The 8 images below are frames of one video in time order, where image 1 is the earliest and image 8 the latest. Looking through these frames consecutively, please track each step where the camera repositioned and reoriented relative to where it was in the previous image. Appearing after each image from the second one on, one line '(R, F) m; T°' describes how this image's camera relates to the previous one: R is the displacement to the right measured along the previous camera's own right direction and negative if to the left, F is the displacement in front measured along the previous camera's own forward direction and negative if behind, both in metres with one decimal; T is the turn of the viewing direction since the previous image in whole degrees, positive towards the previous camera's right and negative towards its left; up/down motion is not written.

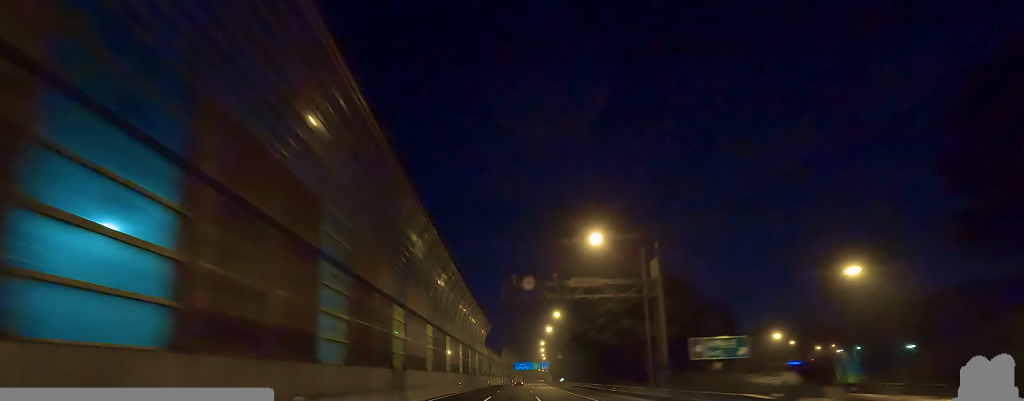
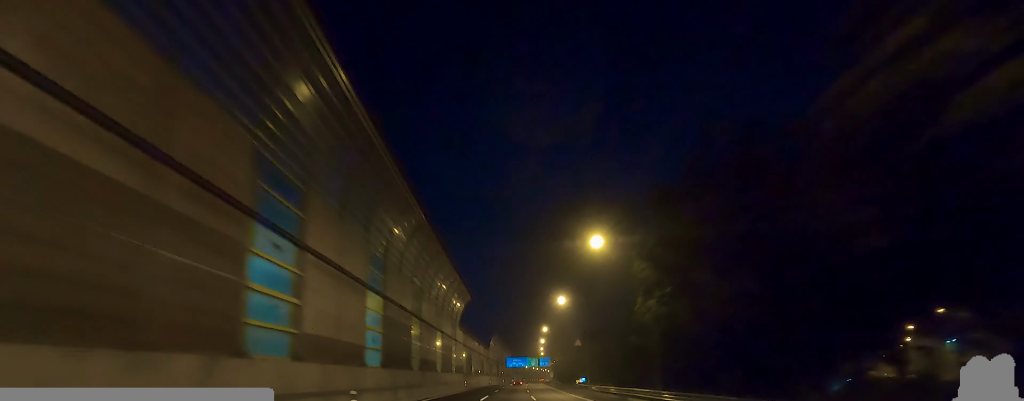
(-0.4, +40.7) m; -3°
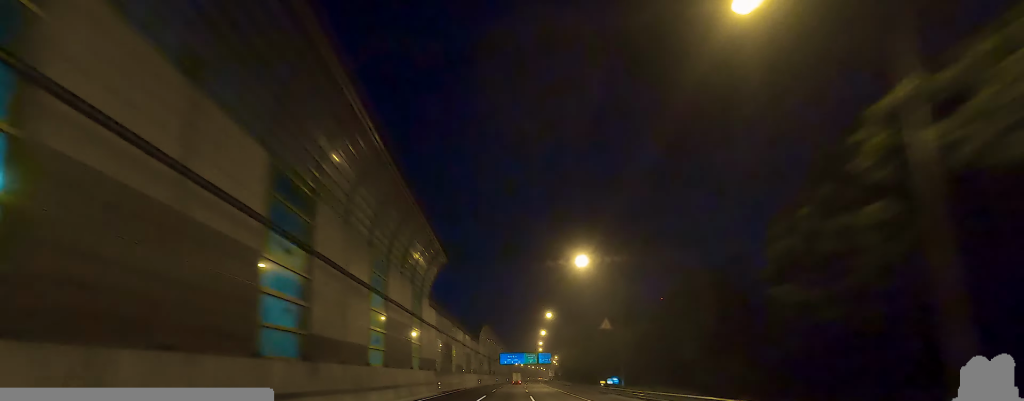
(0.0, +23.0) m; 0°
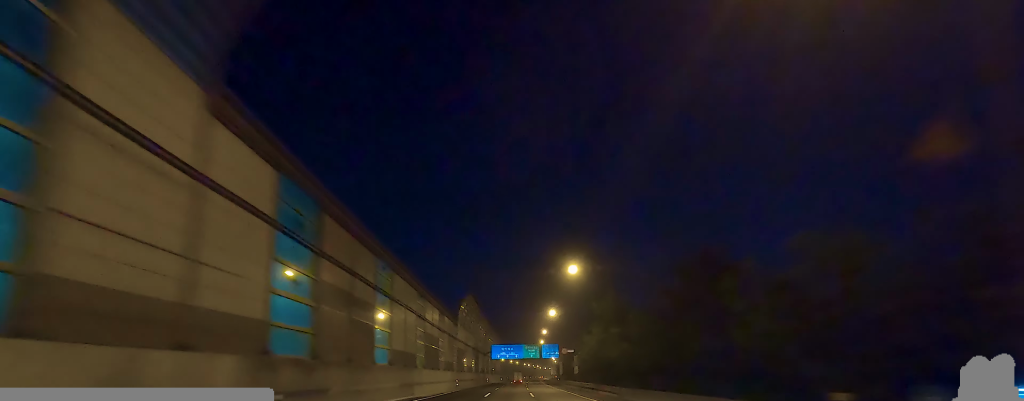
(+0.1, +35.4) m; +1°
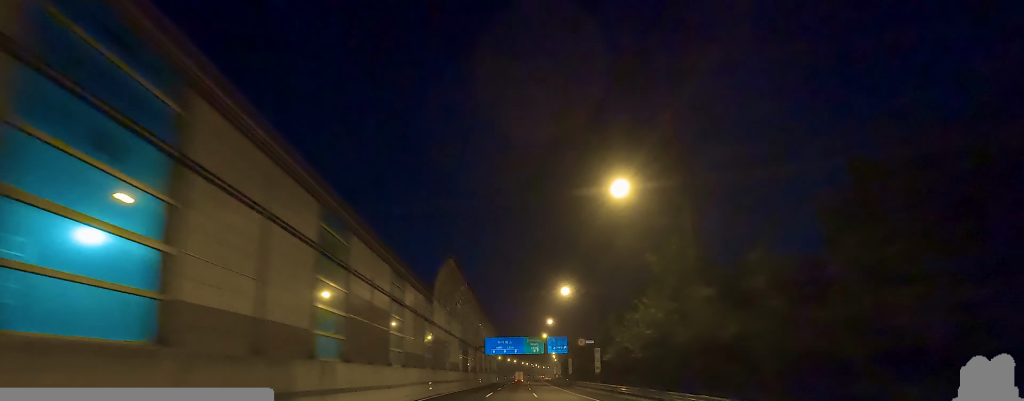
(-0.1, +20.8) m; +3°
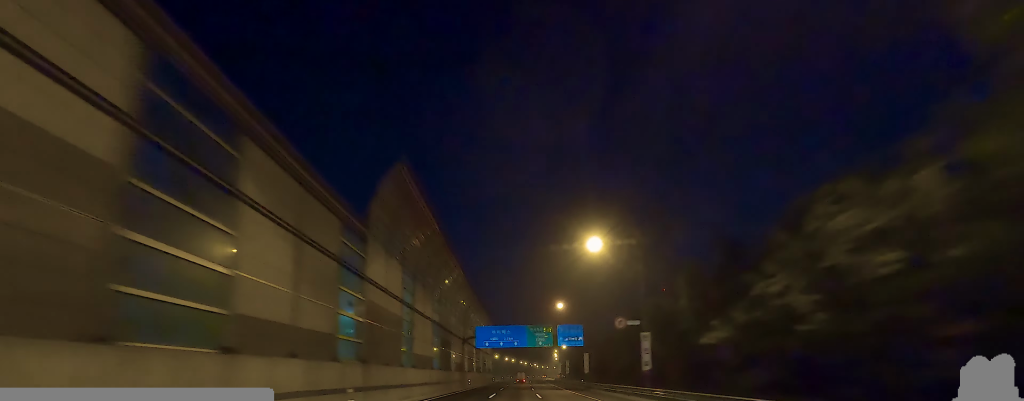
(+1.3, +21.5) m; 0°
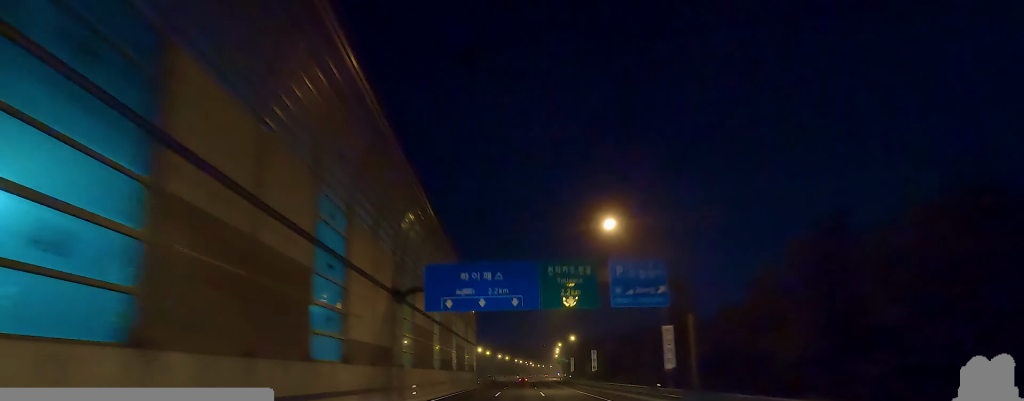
(-0.6, +39.4) m; 0°
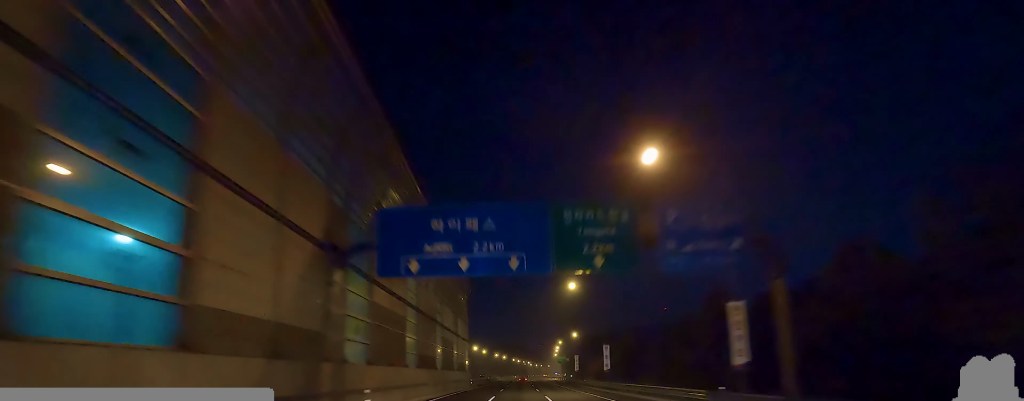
(+0.6, +10.6) m; 0°
